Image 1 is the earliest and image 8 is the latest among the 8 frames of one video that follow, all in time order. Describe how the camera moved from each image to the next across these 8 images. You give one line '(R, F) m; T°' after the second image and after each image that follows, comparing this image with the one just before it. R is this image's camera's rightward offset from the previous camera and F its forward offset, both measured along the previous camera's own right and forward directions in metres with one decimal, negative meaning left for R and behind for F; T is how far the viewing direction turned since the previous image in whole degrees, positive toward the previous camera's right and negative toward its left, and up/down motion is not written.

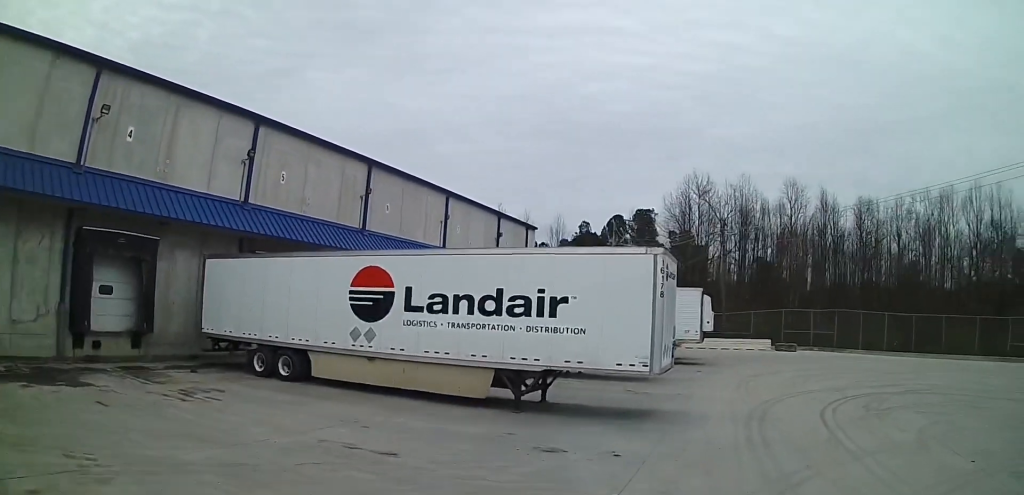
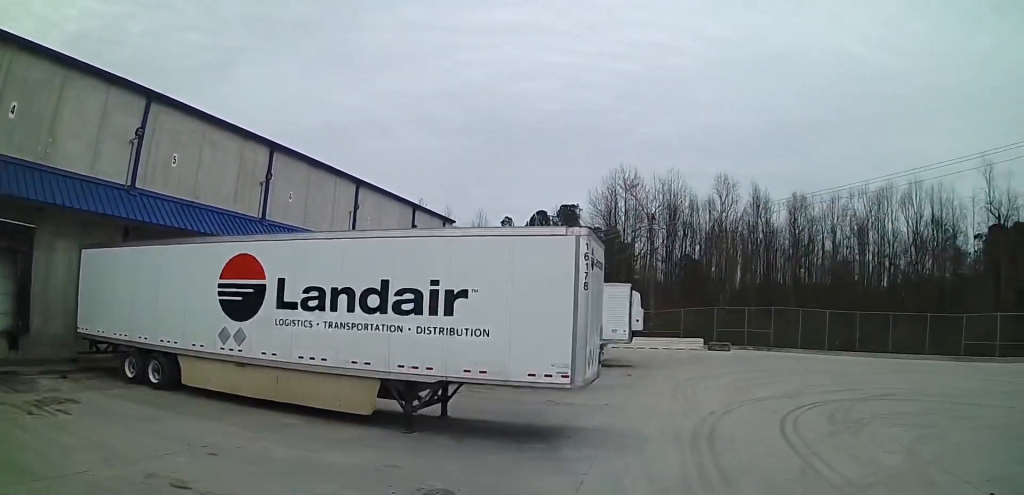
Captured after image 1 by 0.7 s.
(+0.3, +2.9) m; +5°
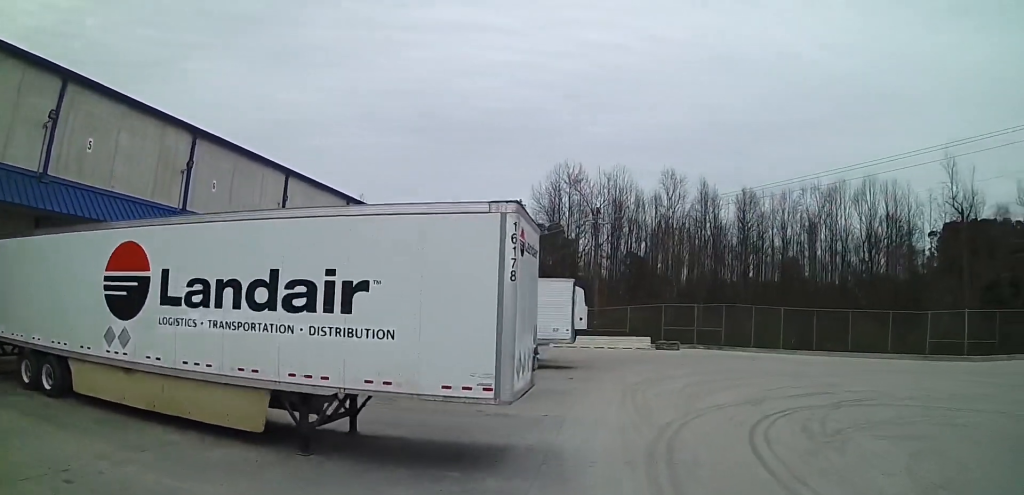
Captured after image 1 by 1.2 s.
(0.0, +2.3) m; -1°
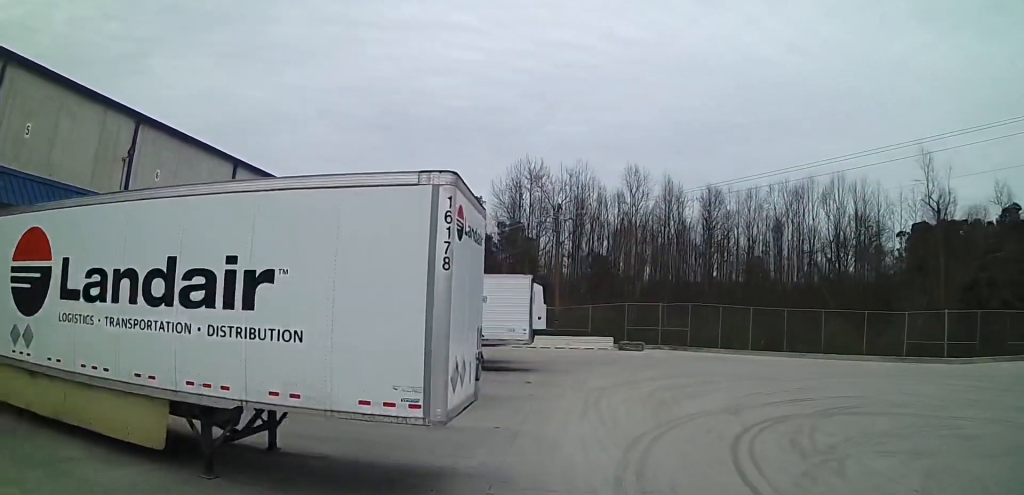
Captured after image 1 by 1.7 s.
(0.0, +1.9) m; 0°
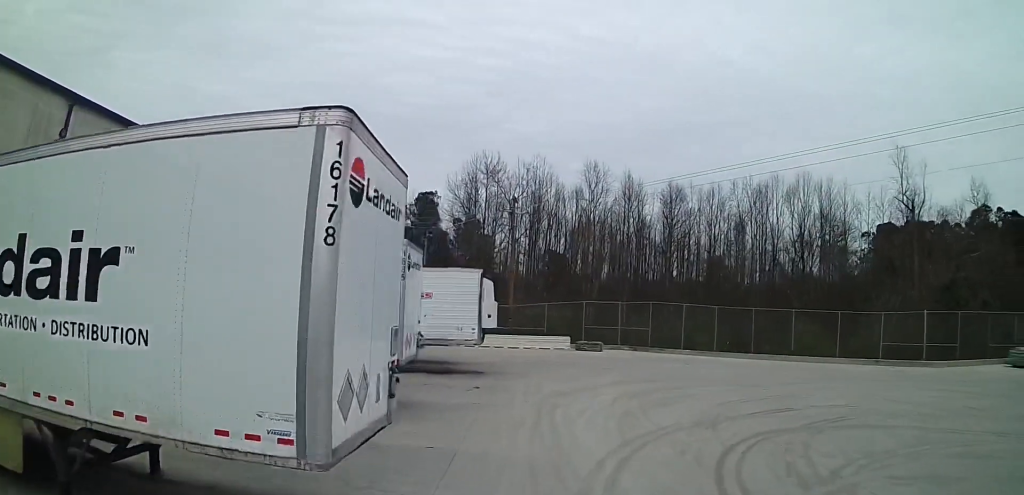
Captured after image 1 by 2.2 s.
(0.0, +2.3) m; +4°
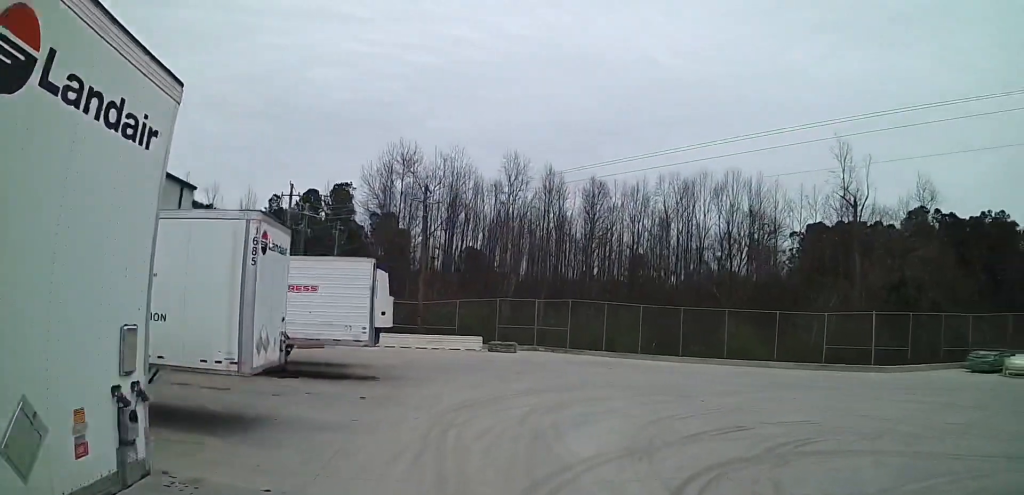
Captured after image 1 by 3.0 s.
(+0.1, +3.2) m; +3°
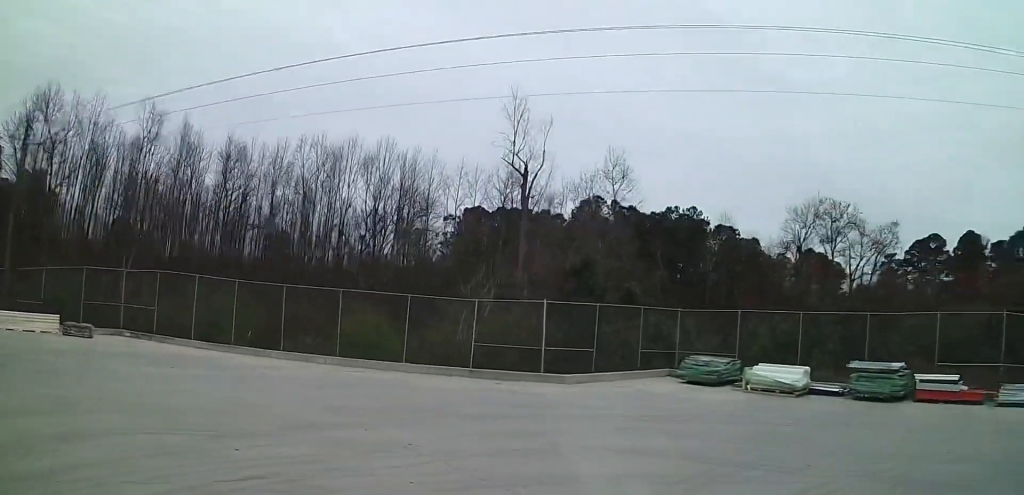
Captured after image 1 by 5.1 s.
(+0.8, +8.2) m; +22°
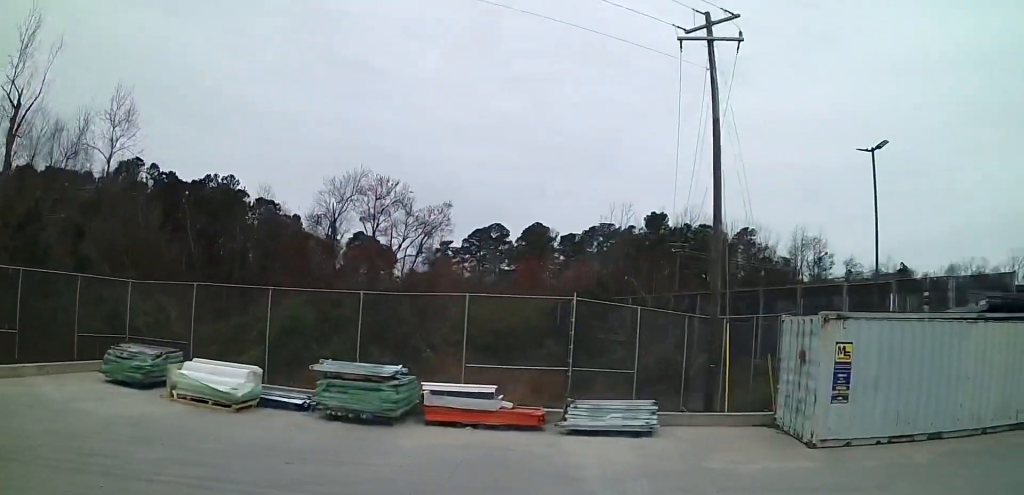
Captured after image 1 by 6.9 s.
(+1.6, +5.7) m; +25°
